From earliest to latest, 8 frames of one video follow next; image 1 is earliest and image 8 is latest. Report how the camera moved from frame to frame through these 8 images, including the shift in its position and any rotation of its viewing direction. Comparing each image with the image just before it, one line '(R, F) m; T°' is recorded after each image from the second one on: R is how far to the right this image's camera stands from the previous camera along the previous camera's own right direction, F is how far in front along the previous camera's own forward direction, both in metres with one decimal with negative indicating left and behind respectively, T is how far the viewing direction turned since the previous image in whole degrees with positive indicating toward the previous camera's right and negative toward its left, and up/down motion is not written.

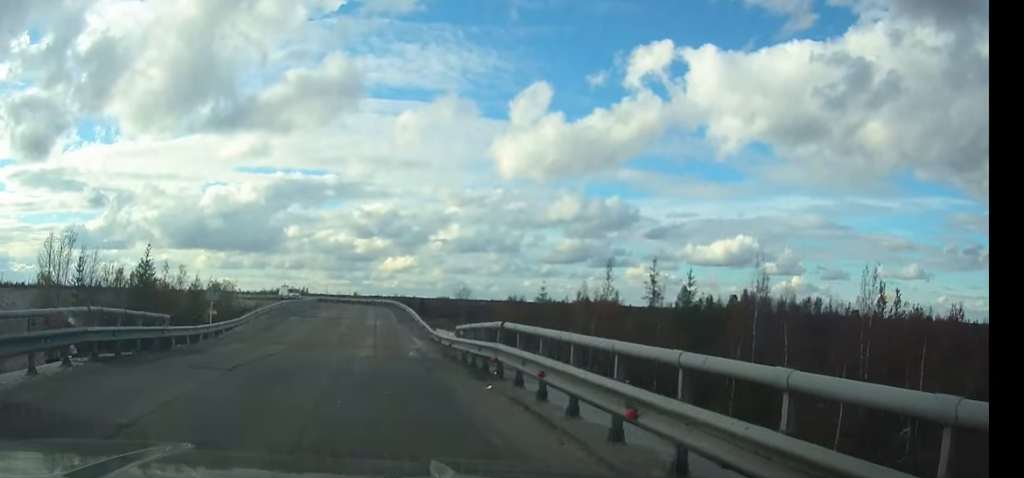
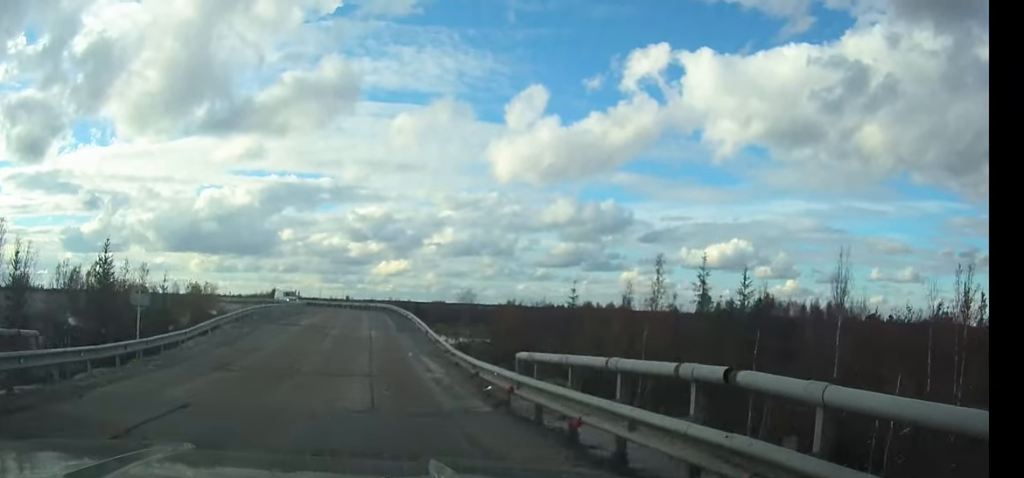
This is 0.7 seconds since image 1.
(0.0, +8.3) m; 0°
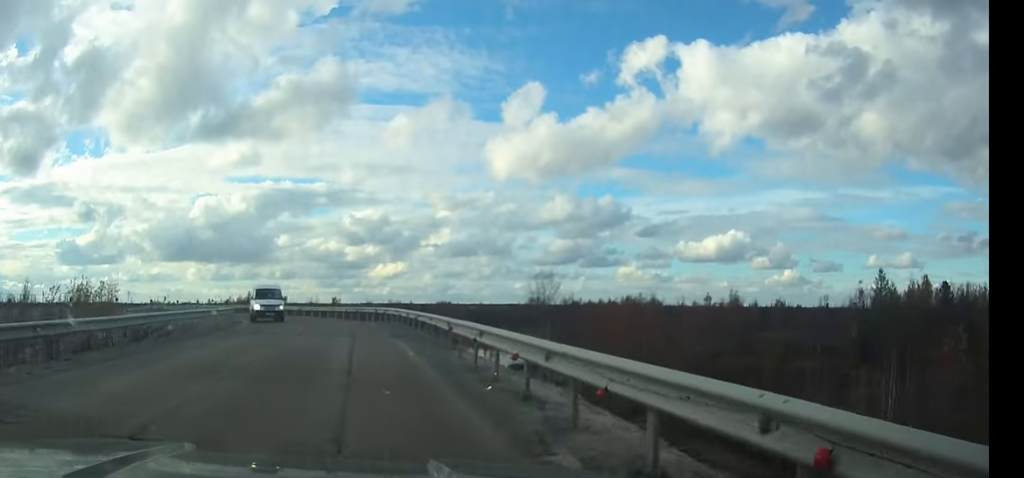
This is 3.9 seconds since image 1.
(+0.1, +36.4) m; -1°
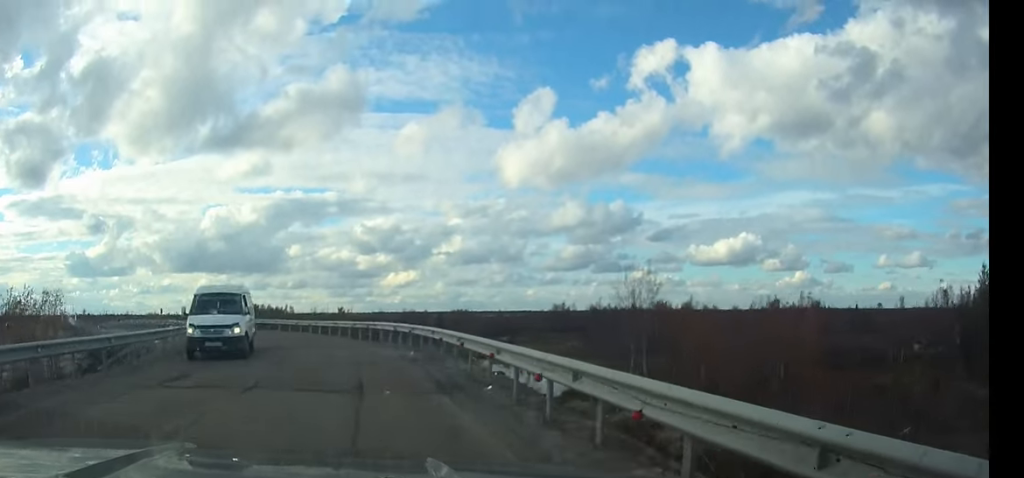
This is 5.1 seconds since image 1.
(0.0, +11.9) m; -3°
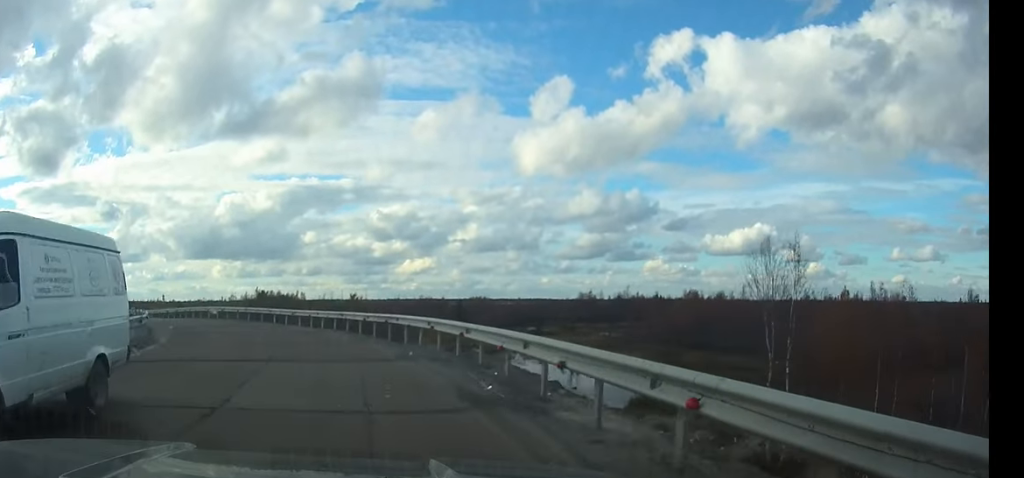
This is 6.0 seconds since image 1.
(-0.5, +8.9) m; -5°
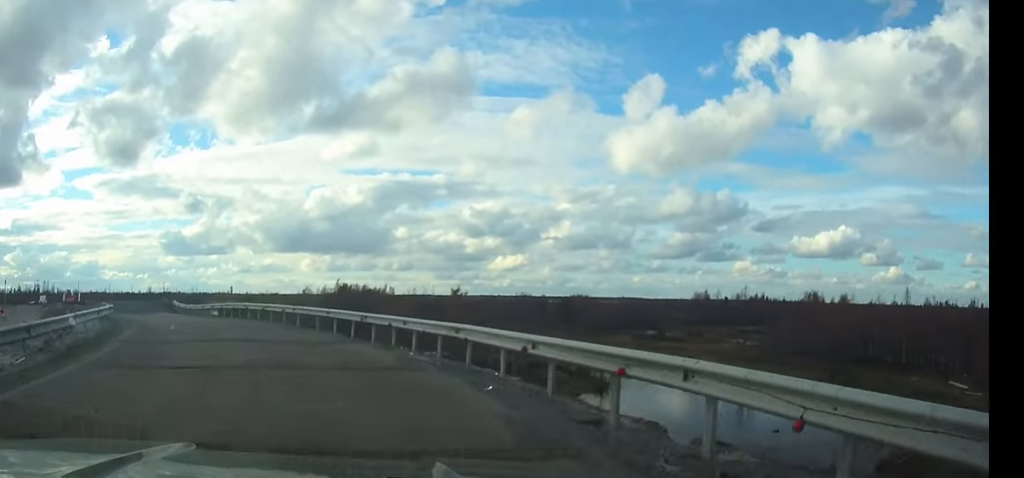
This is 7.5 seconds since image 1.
(-1.1, +14.6) m; -10°
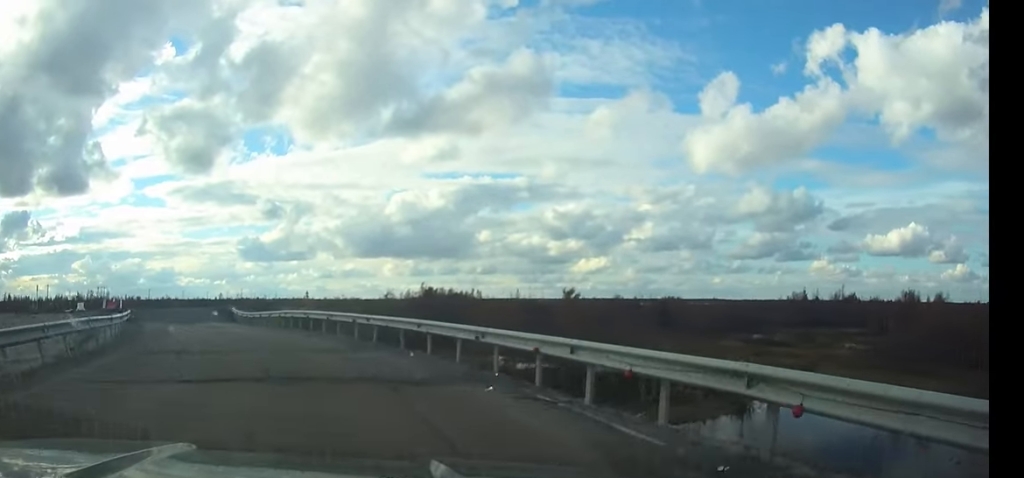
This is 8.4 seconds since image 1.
(-0.5, +8.1) m; -7°
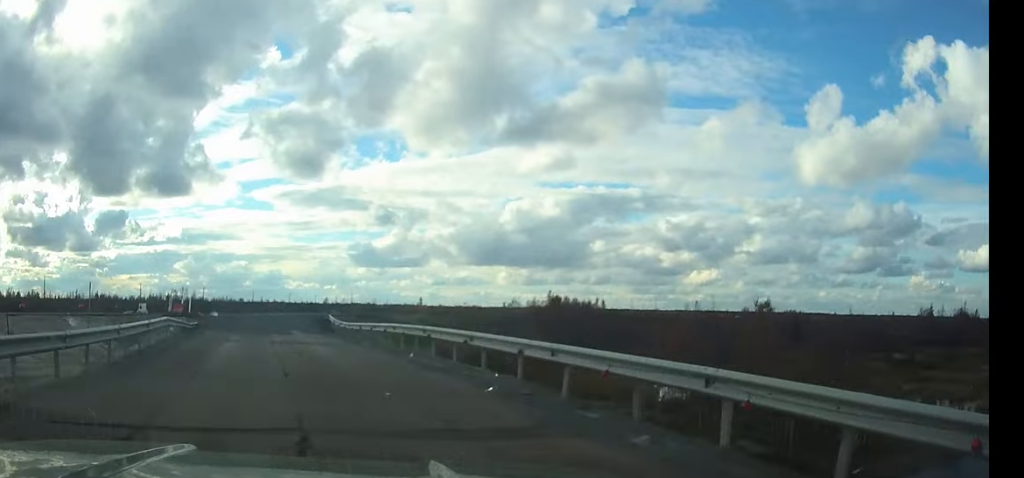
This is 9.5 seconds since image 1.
(-0.6, +9.5) m; -8°
